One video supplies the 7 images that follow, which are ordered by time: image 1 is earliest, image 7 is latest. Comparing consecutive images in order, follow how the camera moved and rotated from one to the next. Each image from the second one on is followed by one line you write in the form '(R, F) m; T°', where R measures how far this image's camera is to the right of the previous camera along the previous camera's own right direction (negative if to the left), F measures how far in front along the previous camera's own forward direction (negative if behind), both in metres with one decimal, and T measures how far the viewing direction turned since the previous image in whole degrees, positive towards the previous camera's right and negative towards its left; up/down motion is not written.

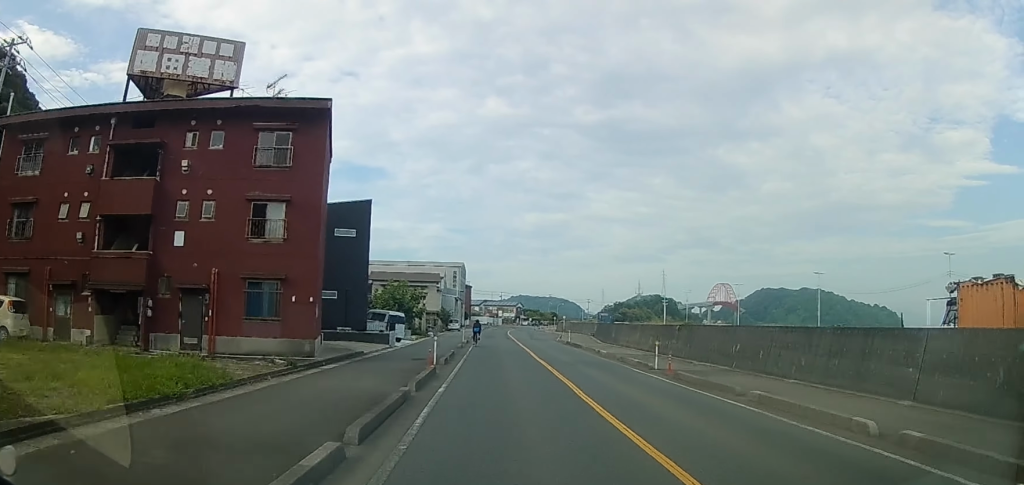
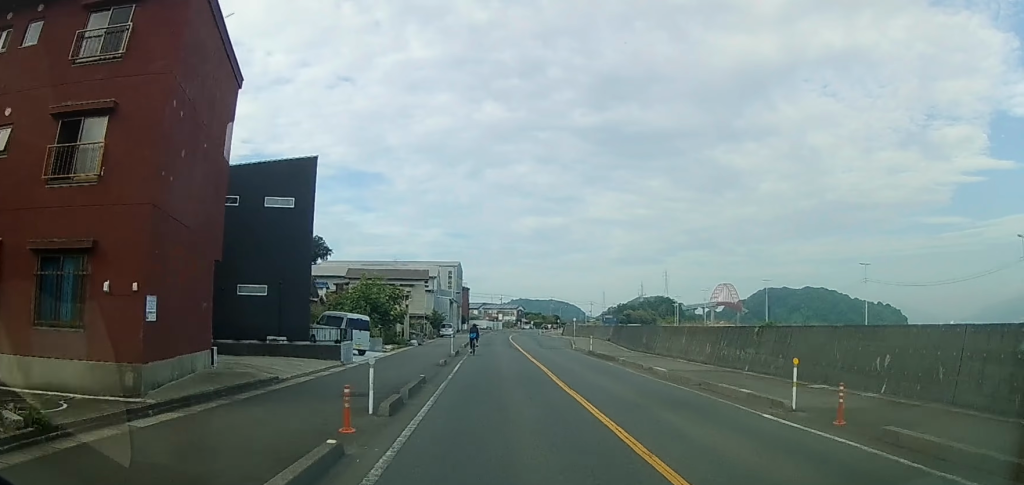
(+0.1, +9.9) m; 0°
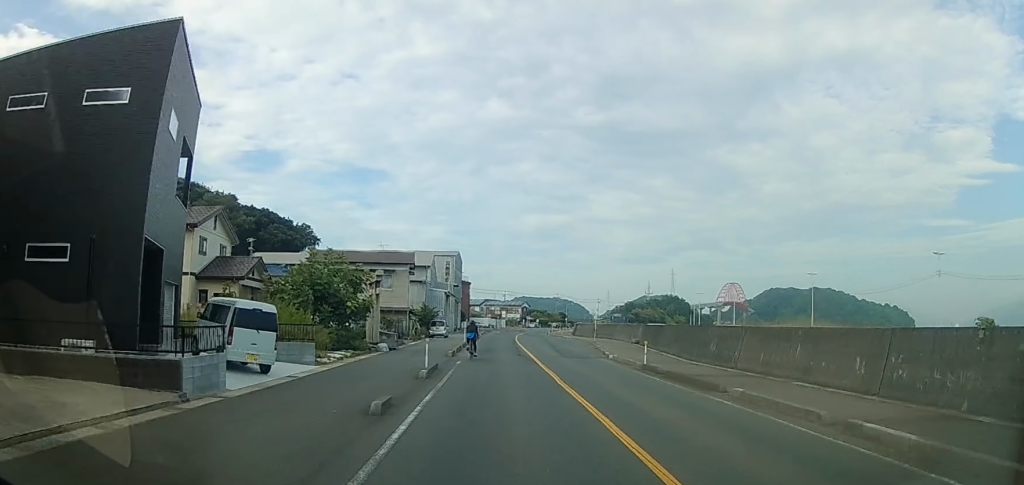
(0.0, +12.5) m; 0°
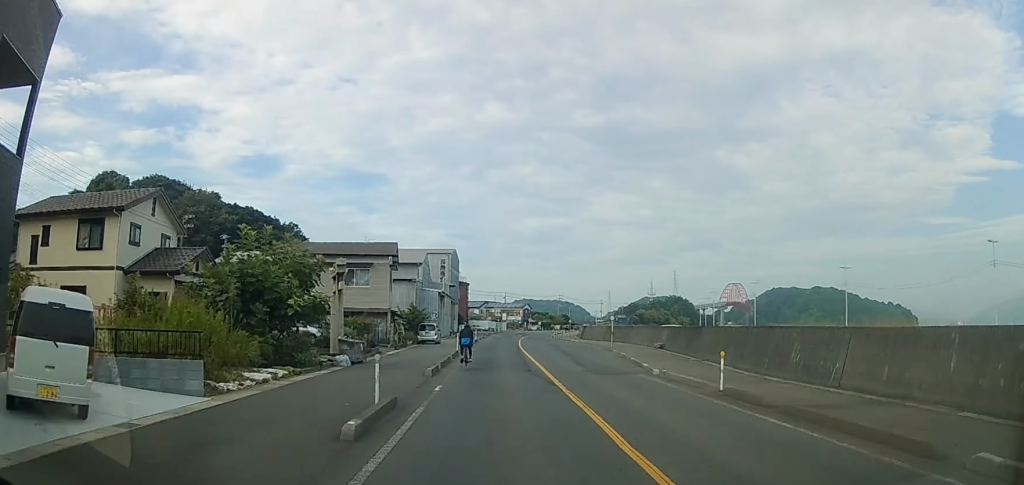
(0.0, +7.7) m; 0°
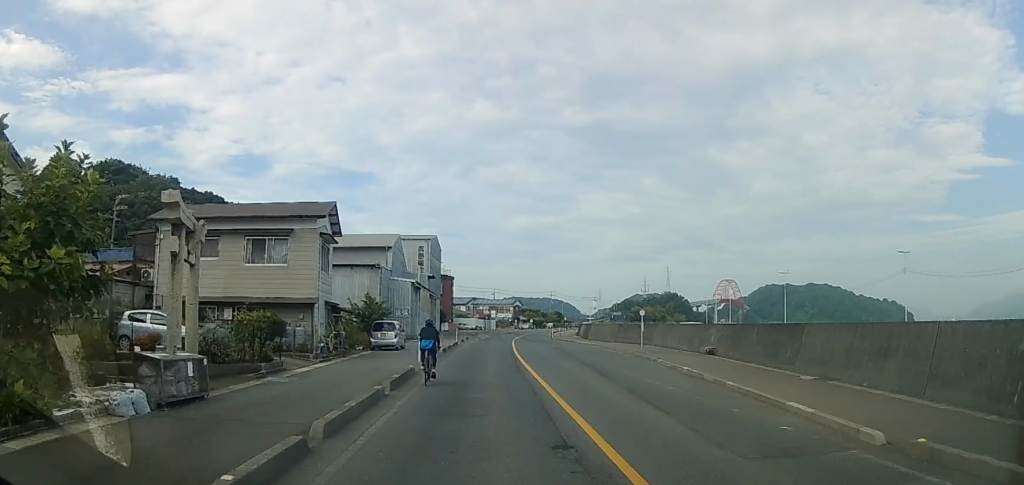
(0.0, +12.5) m; 0°
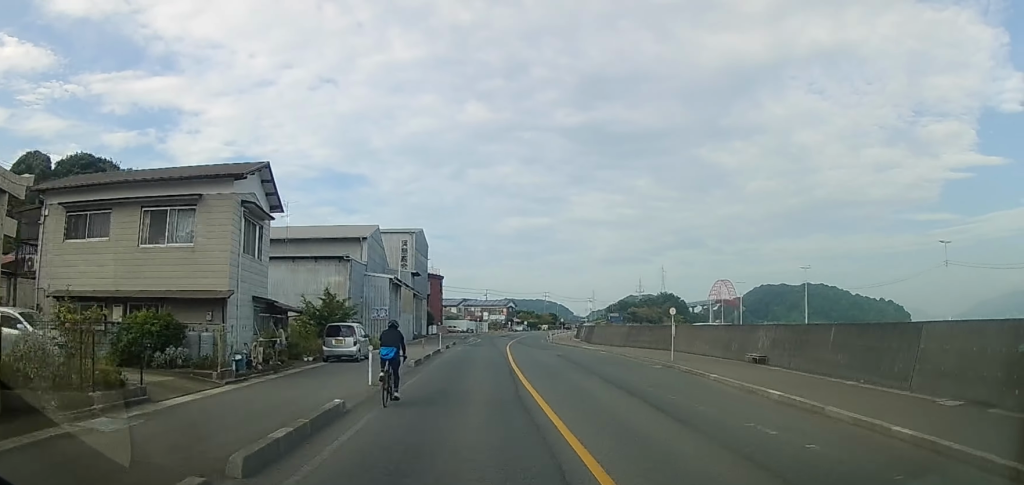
(0.0, +6.8) m; +1°
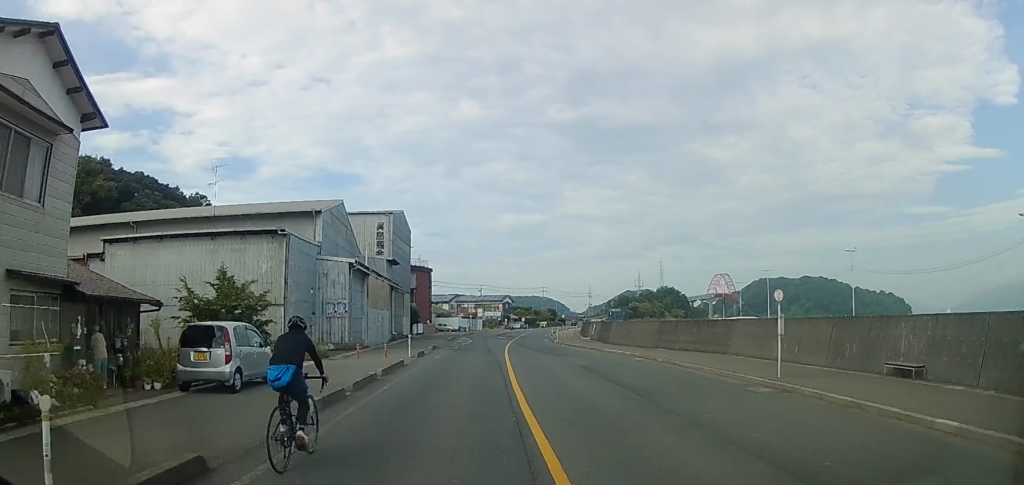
(+0.1, +9.8) m; +1°
